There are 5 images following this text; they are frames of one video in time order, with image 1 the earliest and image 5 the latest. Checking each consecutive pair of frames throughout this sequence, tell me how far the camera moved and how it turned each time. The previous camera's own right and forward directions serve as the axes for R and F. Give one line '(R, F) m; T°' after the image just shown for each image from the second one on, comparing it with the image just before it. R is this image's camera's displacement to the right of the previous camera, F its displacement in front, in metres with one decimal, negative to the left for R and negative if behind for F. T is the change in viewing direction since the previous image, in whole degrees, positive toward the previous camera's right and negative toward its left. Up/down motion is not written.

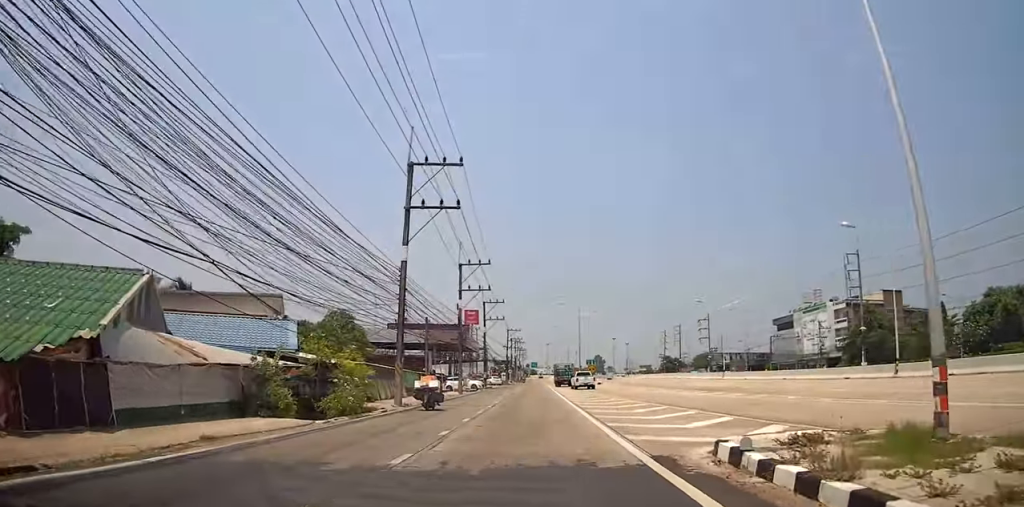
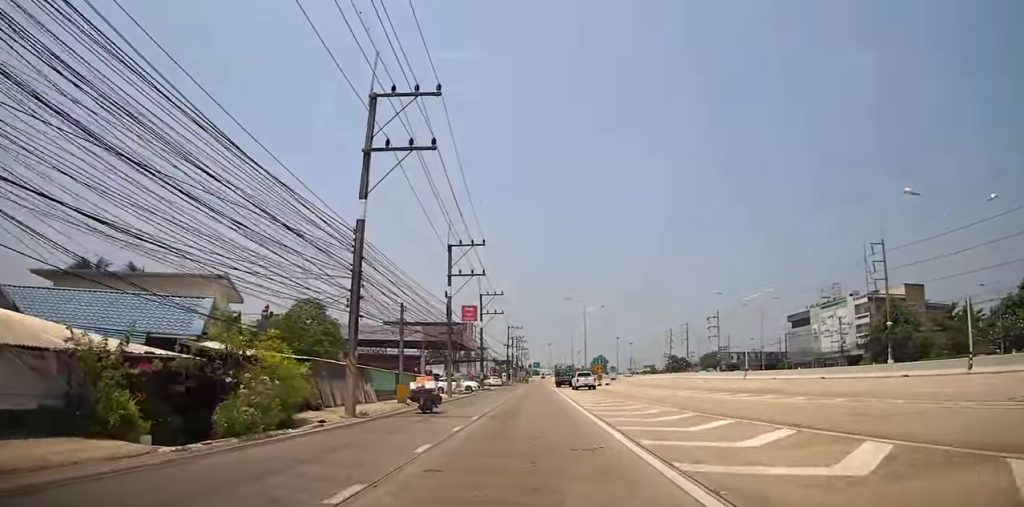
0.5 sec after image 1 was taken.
(-0.4, +6.6) m; 0°
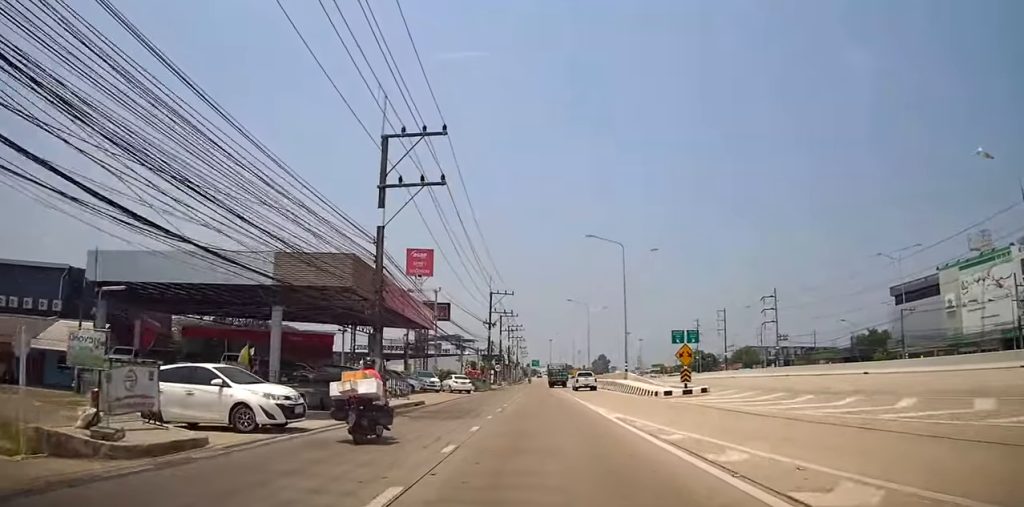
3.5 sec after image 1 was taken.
(-1.0, +39.4) m; -3°
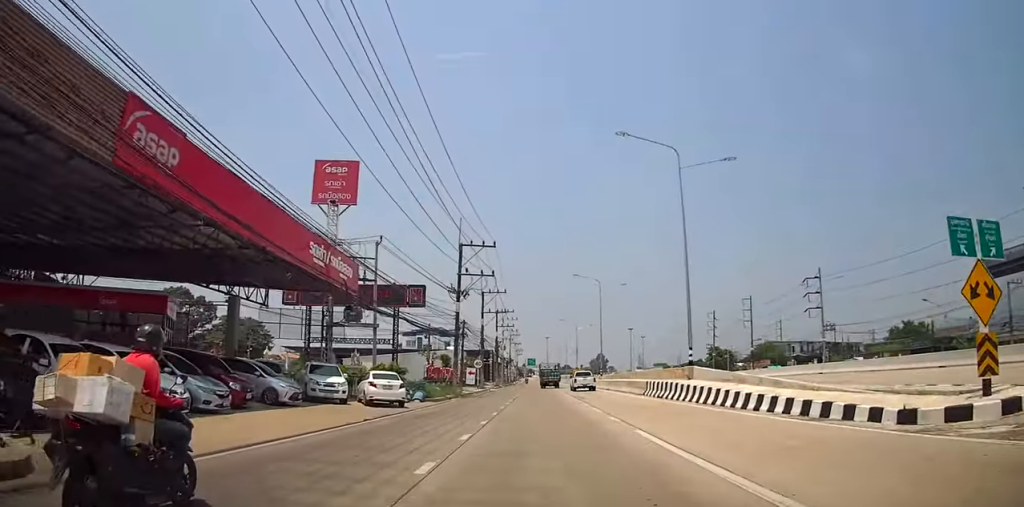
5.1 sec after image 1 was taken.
(+0.9, +21.7) m; +1°
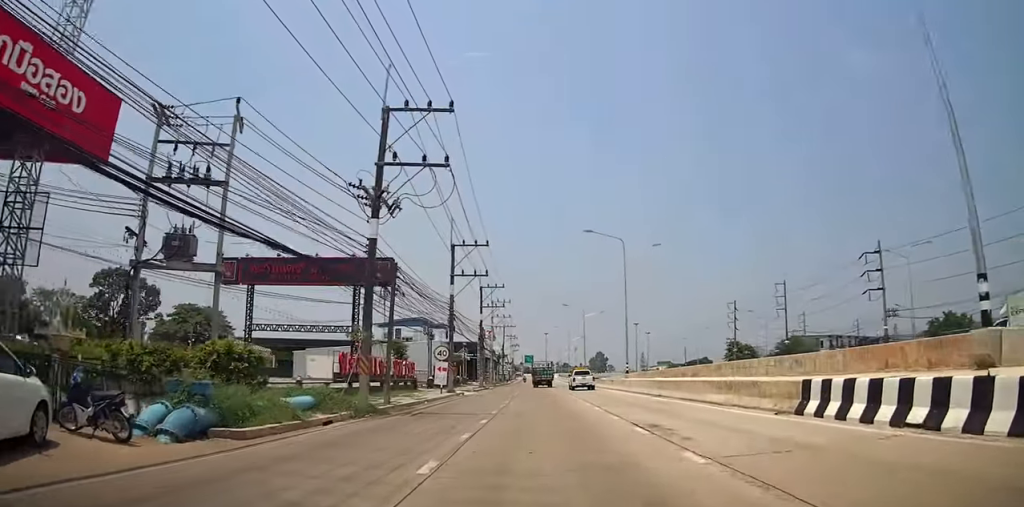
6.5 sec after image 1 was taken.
(-0.4, +19.8) m; 0°
